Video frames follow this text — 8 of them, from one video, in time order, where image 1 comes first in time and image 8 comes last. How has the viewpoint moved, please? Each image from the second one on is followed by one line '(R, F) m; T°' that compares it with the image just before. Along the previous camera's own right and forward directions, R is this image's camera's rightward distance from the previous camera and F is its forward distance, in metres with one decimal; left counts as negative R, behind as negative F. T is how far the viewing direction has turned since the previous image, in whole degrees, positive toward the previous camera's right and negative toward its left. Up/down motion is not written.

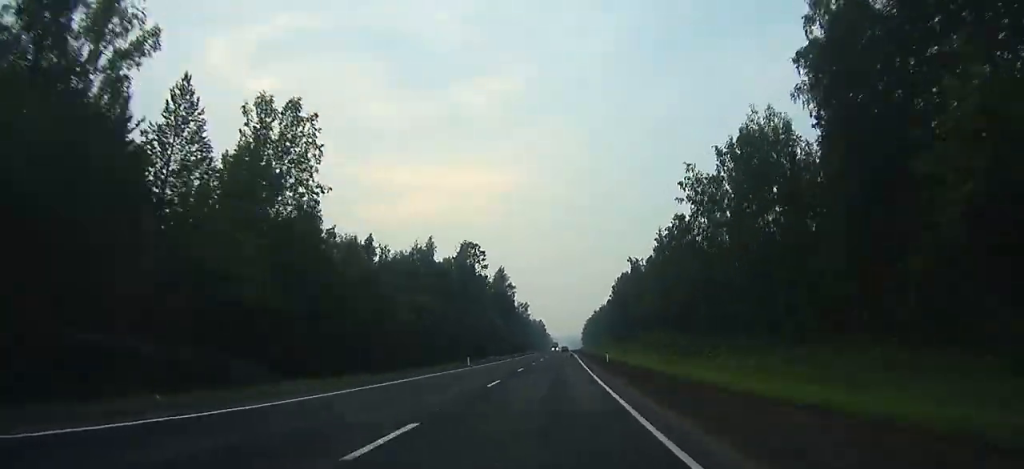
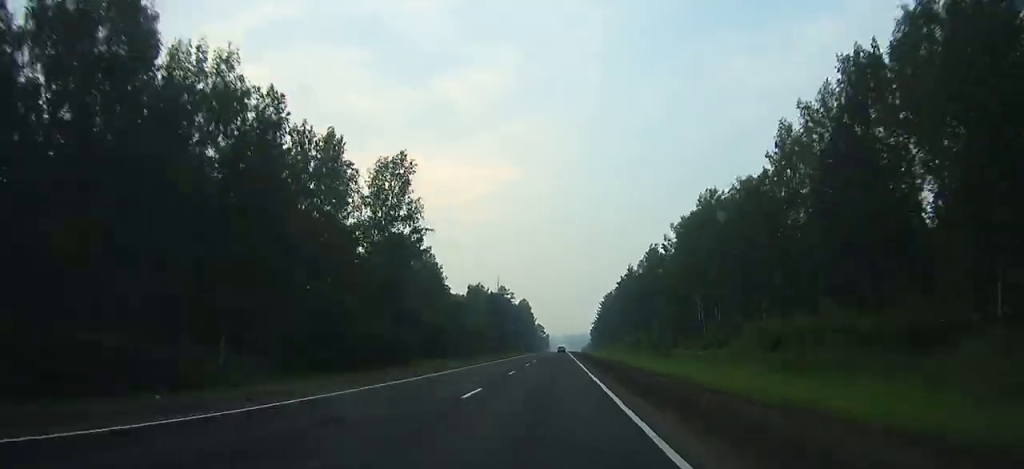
(+3.6, +189.7) m; -8°
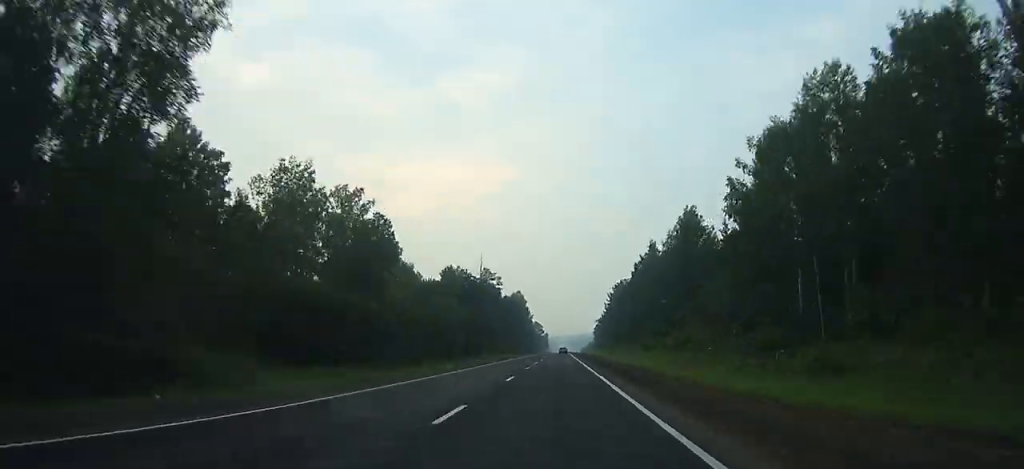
(-8.2, +43.2) m; -3°
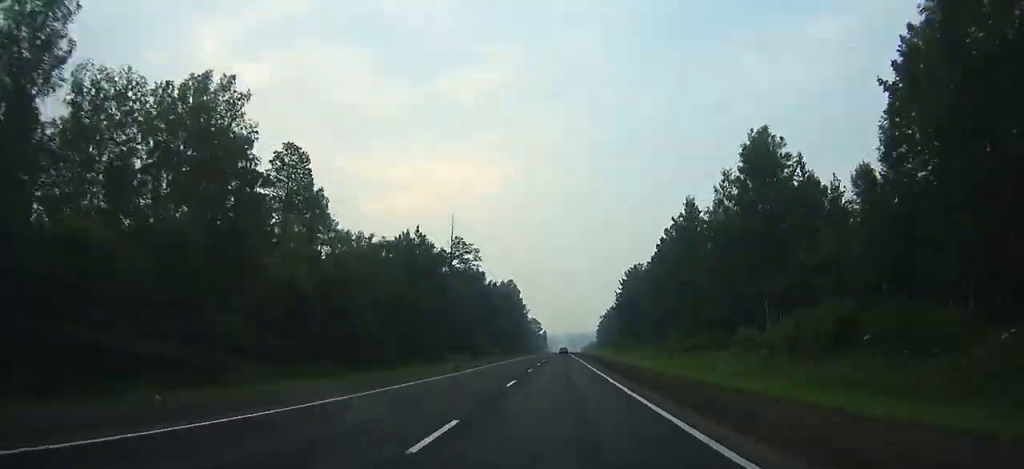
(-1.0, +43.1) m; 0°
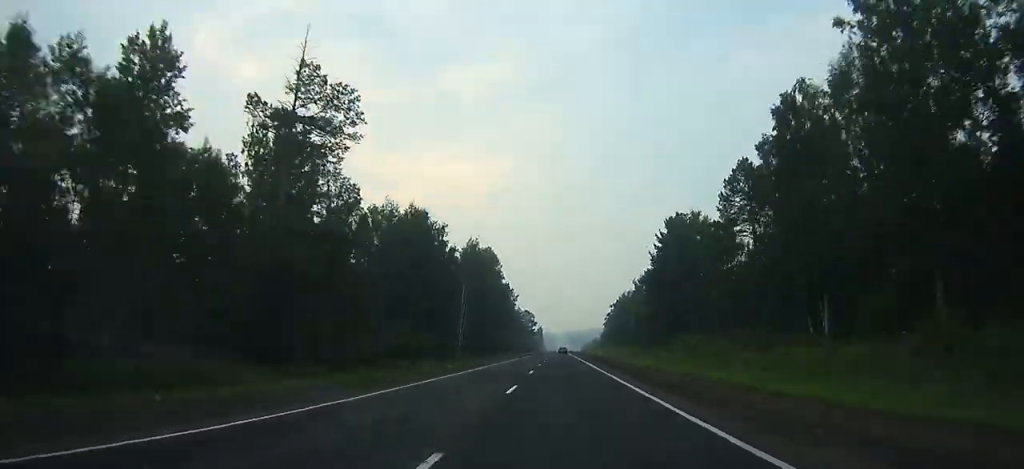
(+5.3, +67.4) m; +5°
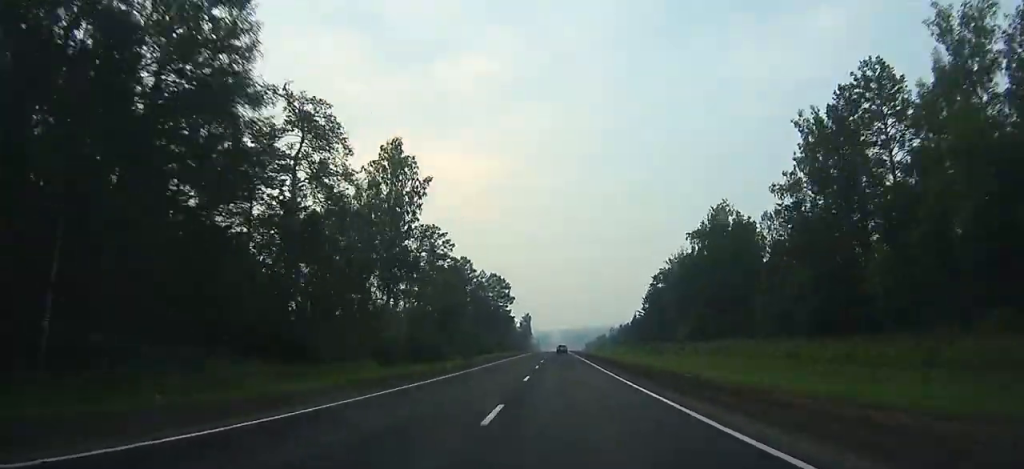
(+5.2, +139.4) m; +3°
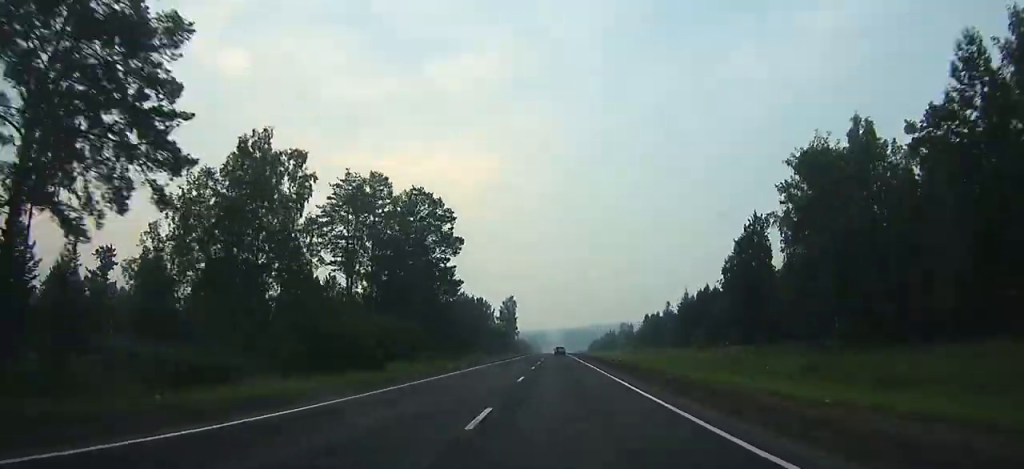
(+0.1, +83.0) m; 0°
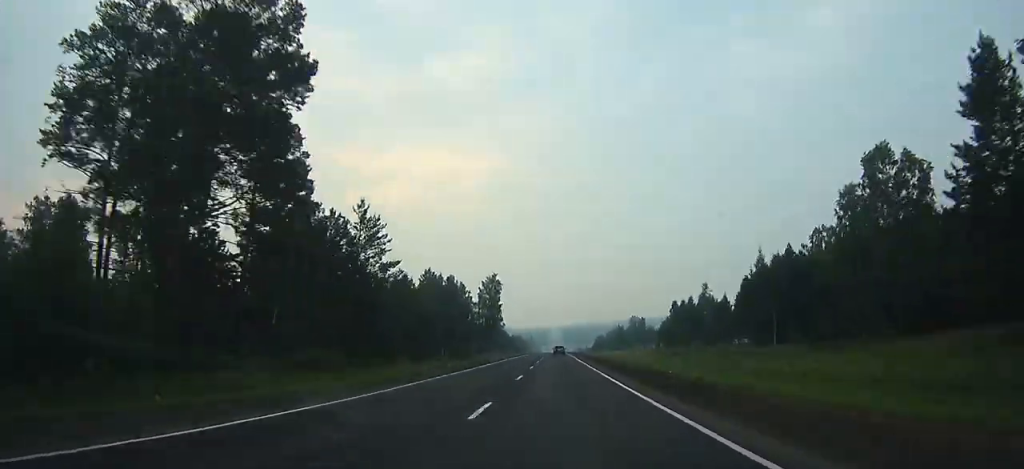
(0.0, +48.1) m; 0°
